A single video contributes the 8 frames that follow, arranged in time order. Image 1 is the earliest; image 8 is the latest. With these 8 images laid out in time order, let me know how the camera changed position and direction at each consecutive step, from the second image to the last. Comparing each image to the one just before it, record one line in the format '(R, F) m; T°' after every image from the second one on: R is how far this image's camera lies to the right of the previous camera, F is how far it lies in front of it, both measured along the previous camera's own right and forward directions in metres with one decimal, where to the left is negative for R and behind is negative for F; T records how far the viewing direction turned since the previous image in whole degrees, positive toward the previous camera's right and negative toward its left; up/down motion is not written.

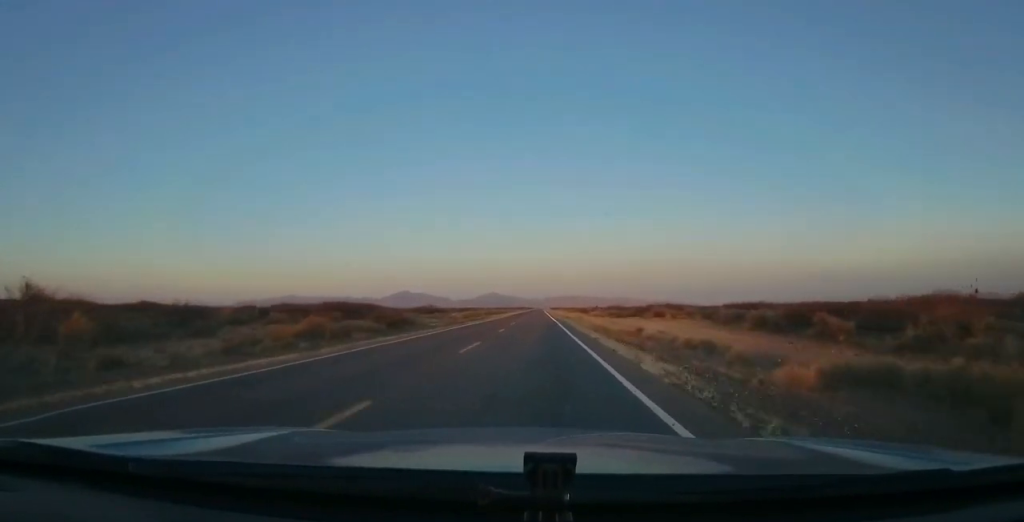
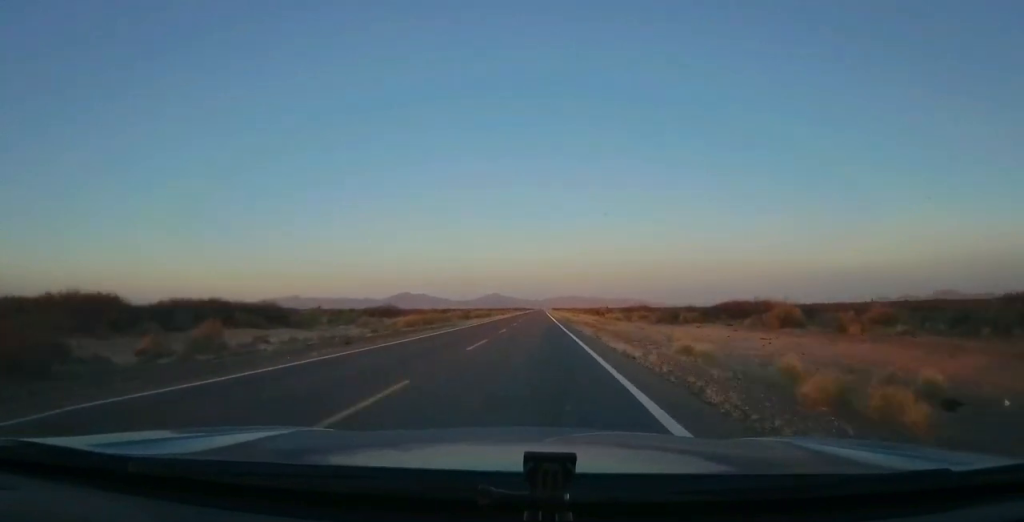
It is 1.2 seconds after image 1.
(0.0, +35.1) m; -1°
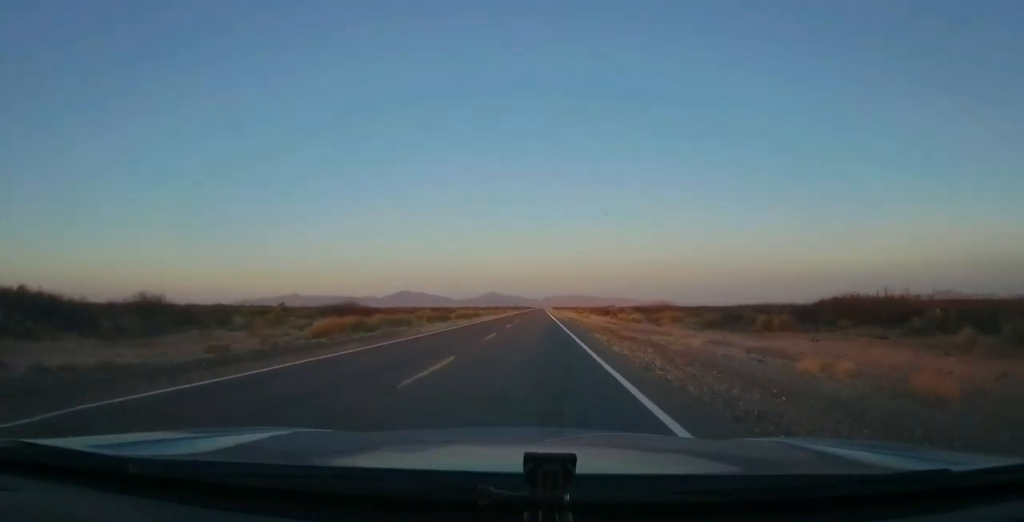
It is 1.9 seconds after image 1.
(-0.1, +19.5) m; -1°
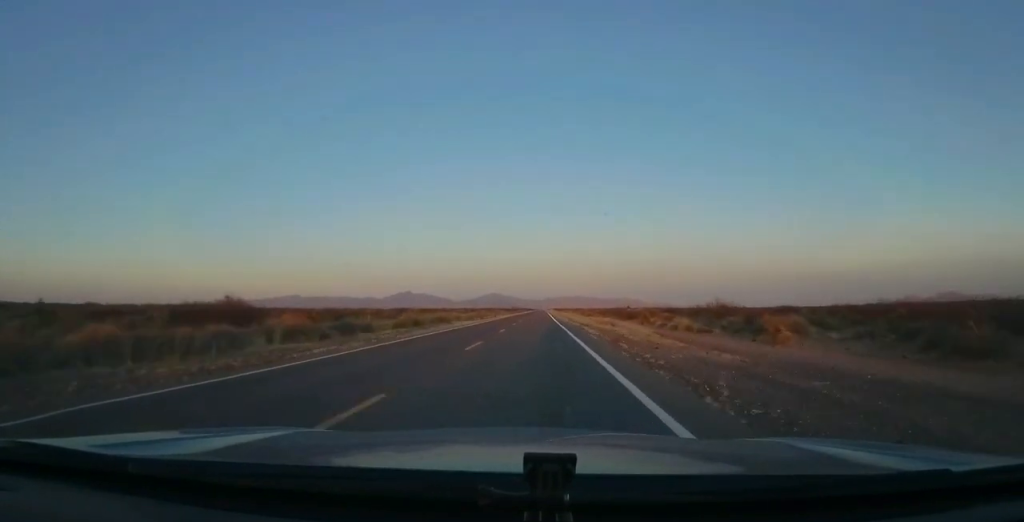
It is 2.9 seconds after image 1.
(-0.4, +30.1) m; 0°
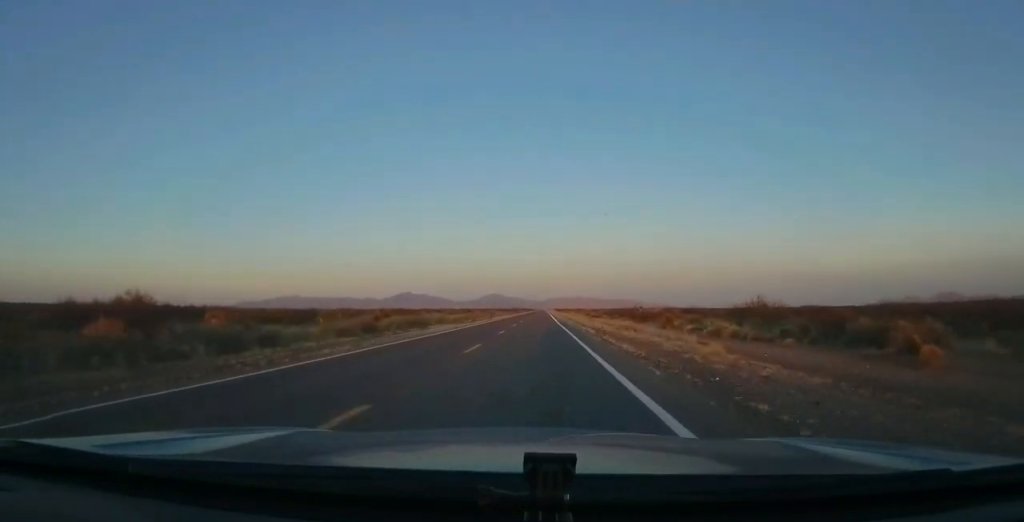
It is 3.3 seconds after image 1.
(0.0, +12.7) m; 0°
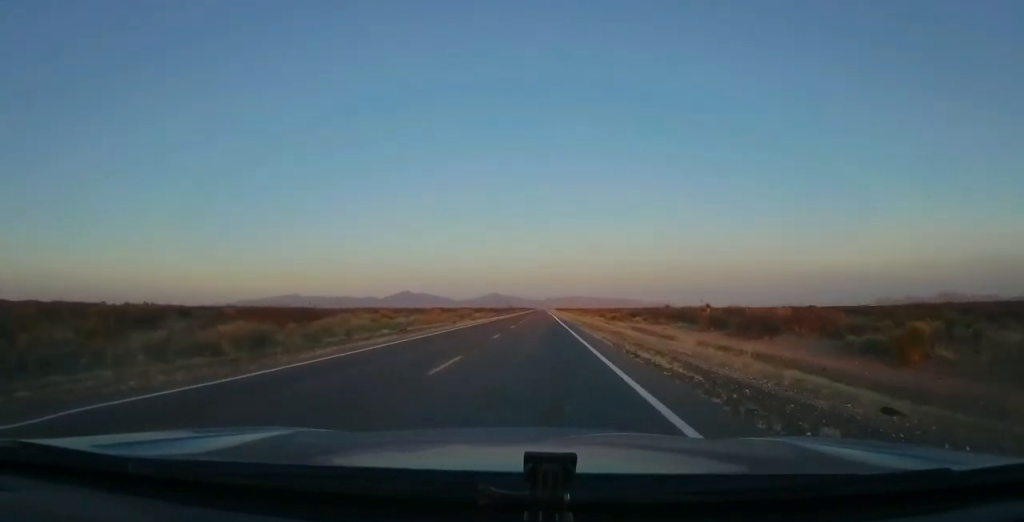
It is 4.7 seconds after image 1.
(+0.5, +40.8) m; 0°
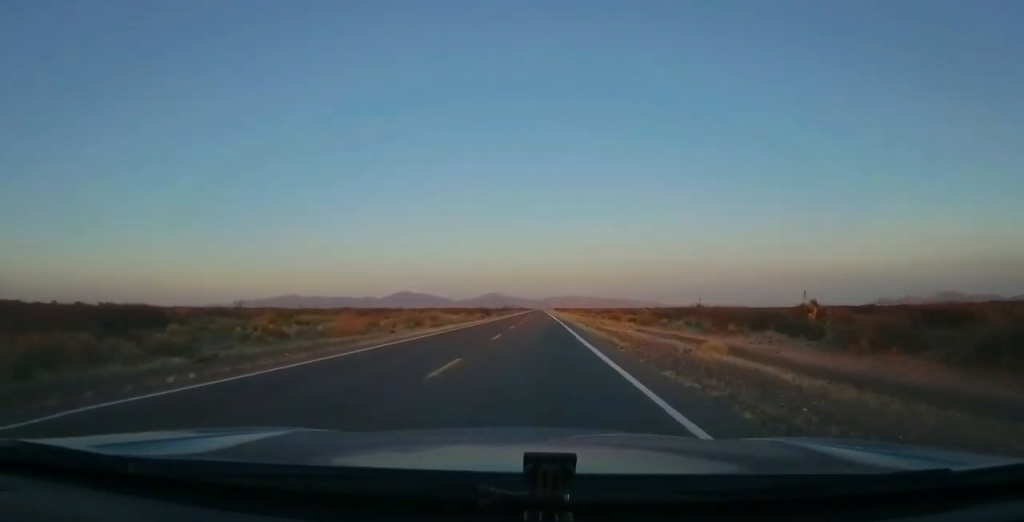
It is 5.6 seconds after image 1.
(-0.4, +24.4) m; 0°
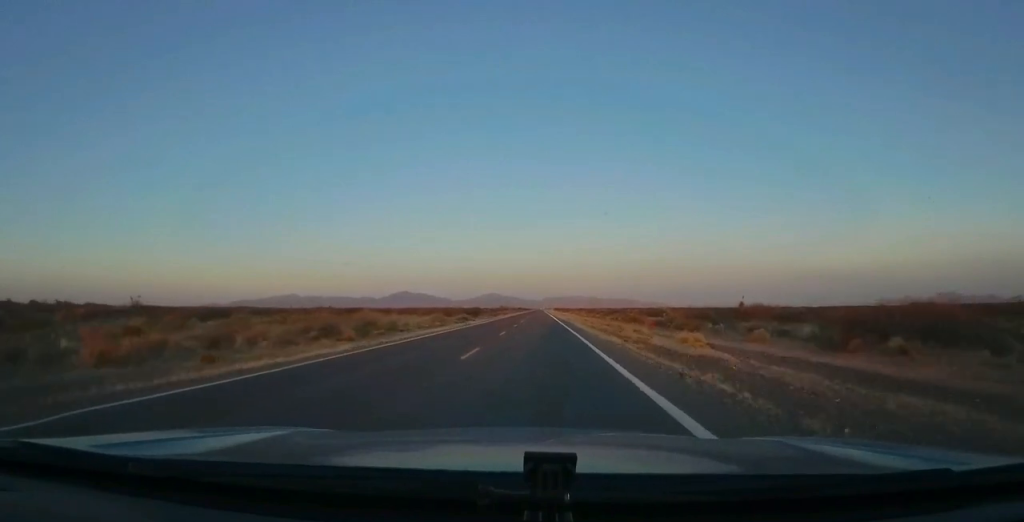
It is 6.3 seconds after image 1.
(+0.4, +20.5) m; +1°
